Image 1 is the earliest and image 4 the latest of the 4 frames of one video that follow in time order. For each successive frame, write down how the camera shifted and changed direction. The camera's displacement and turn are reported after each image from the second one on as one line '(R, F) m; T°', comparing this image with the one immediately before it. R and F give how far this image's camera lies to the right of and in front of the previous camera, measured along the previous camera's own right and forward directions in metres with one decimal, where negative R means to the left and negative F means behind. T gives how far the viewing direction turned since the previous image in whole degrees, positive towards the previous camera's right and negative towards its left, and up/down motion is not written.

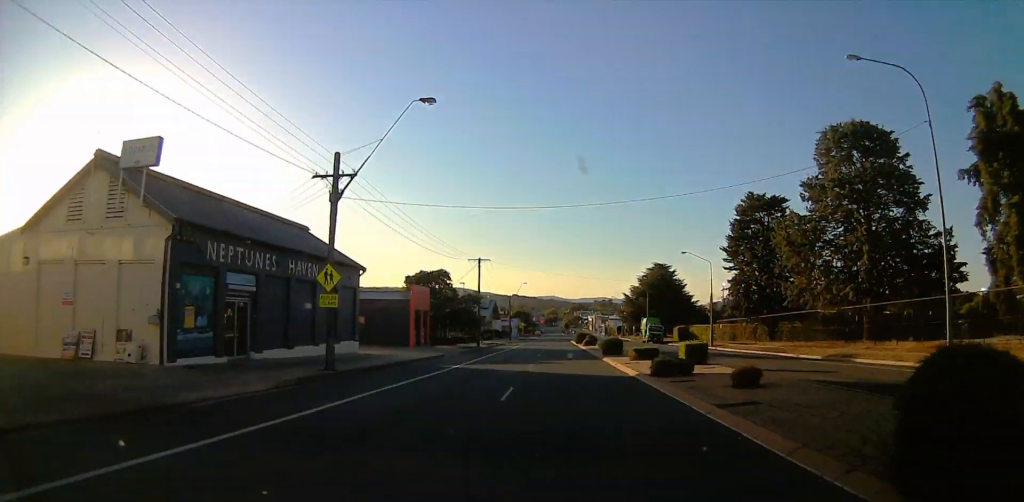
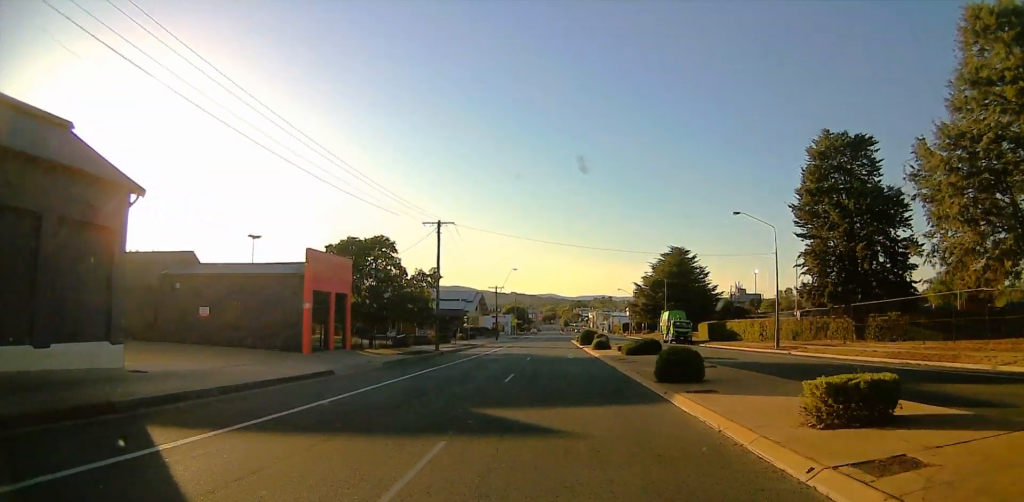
(0.0, +22.2) m; 0°
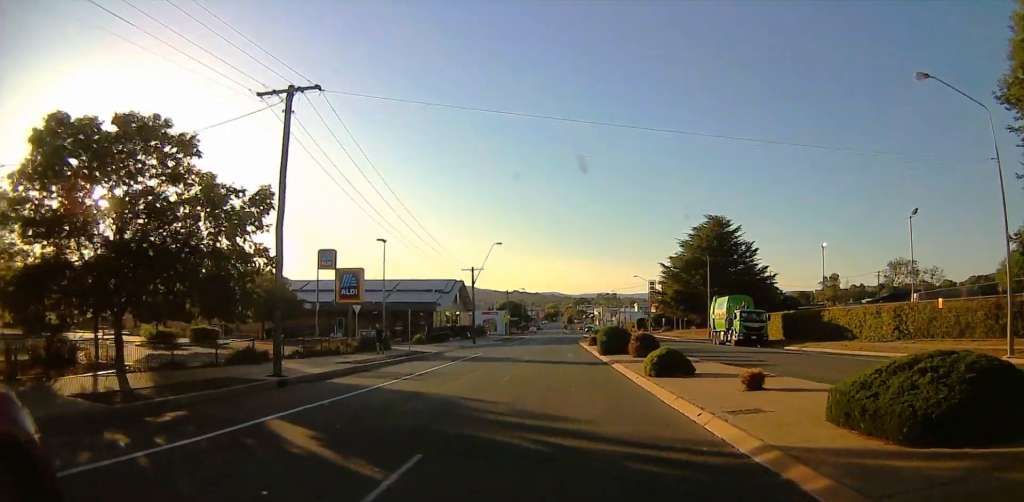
(0.0, +27.4) m; 0°
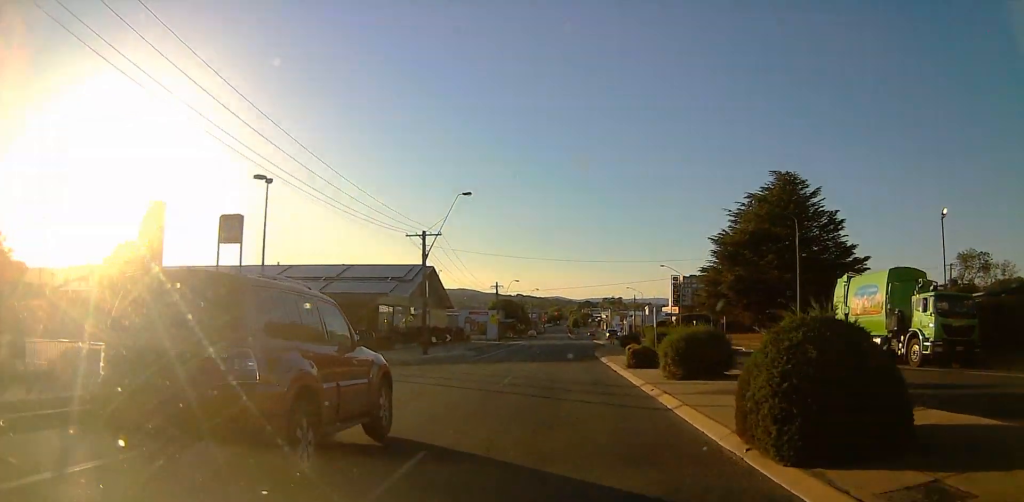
(+0.1, +26.0) m; 0°
